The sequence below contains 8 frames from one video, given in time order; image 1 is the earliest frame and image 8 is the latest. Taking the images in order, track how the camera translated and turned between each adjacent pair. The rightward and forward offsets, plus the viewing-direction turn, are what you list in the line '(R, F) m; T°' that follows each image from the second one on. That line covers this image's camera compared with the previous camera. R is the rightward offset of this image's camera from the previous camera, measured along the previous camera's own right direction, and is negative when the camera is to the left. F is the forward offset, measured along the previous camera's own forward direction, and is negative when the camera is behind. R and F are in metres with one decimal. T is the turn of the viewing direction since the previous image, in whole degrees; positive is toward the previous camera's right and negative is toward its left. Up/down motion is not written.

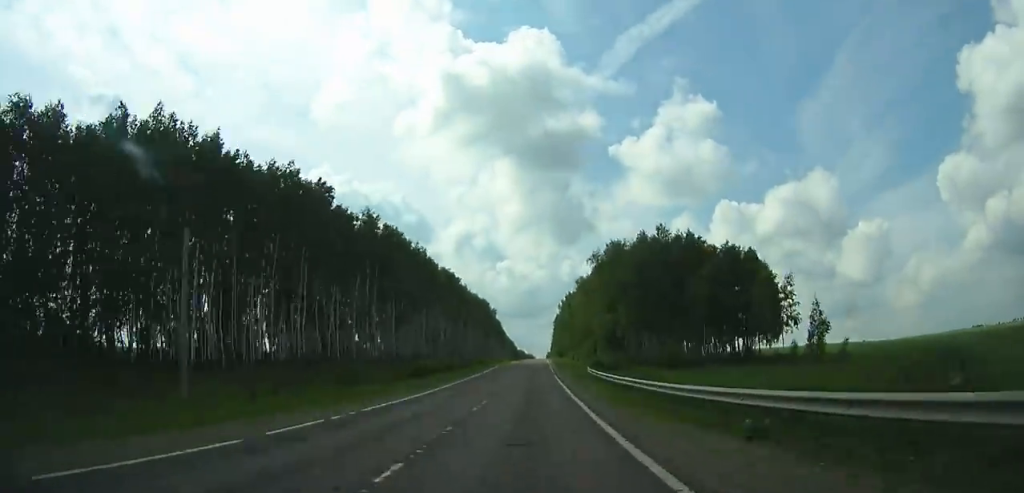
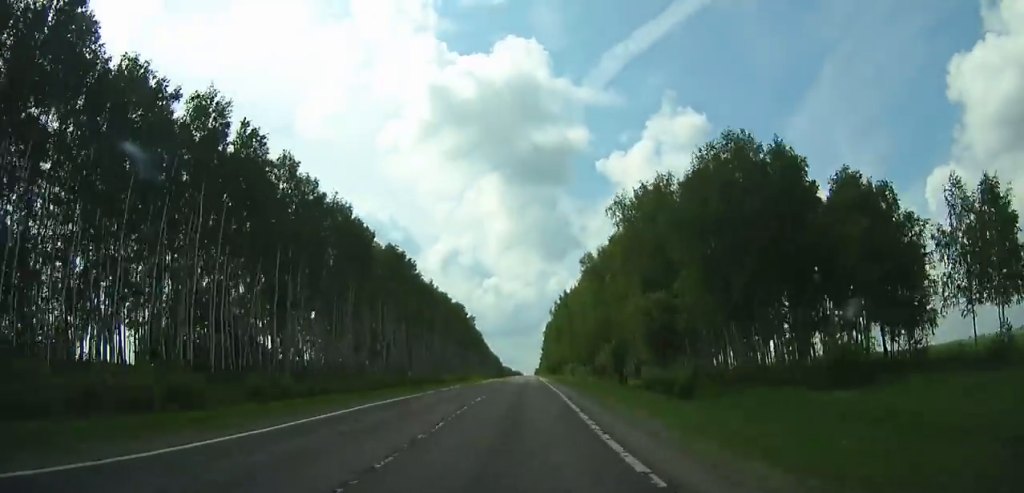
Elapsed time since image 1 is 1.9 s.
(+0.2, +47.1) m; +1°
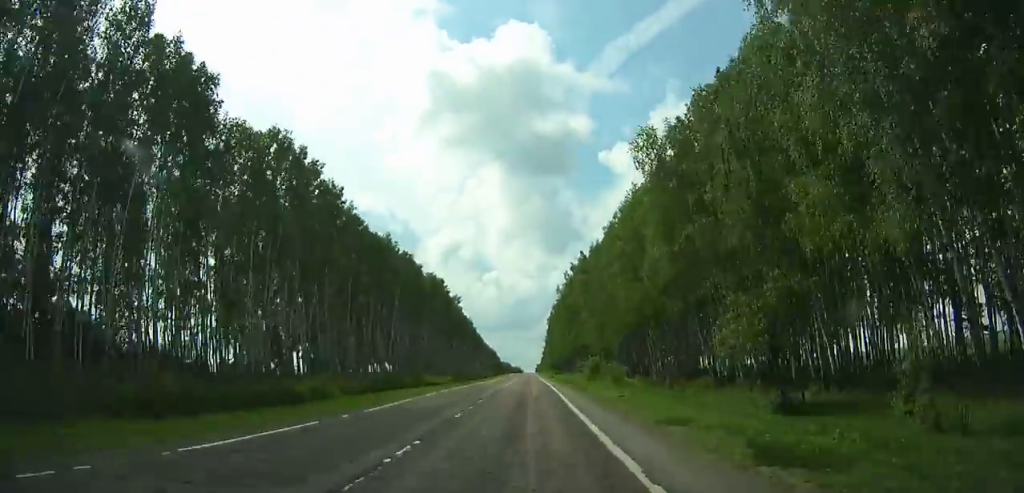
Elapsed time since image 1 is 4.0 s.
(+0.4, +52.0) m; 0°
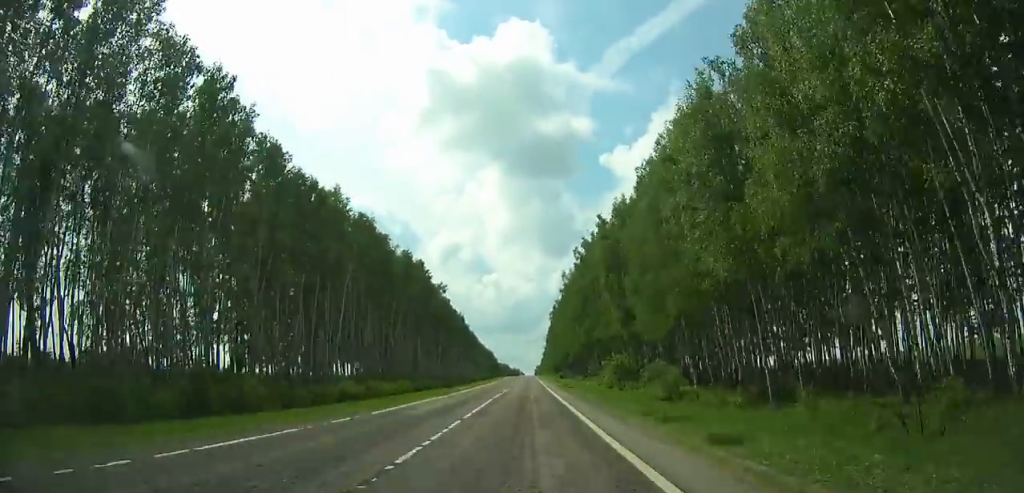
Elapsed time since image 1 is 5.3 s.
(+0.3, +32.2) m; 0°
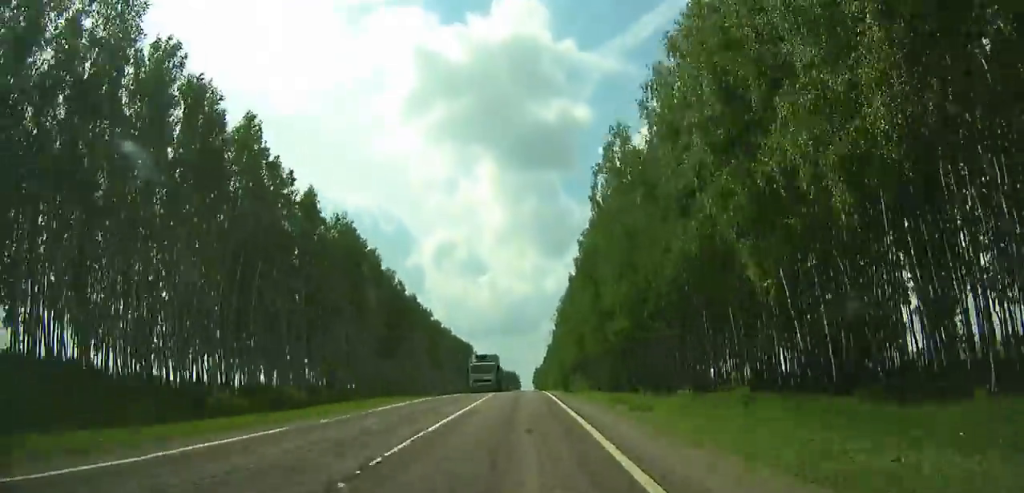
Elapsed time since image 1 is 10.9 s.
(-0.9, +132.6) m; -1°
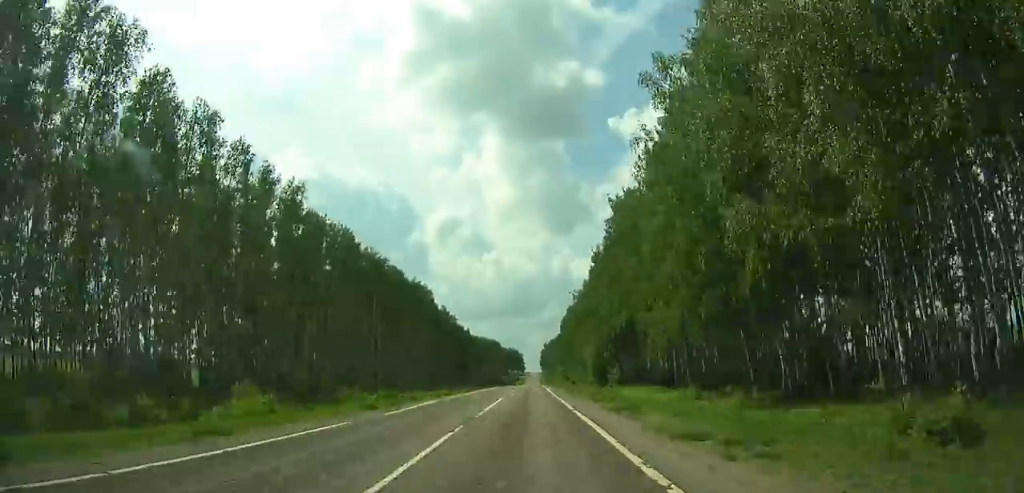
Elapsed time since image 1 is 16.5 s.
(-0.3, +130.1) m; 0°
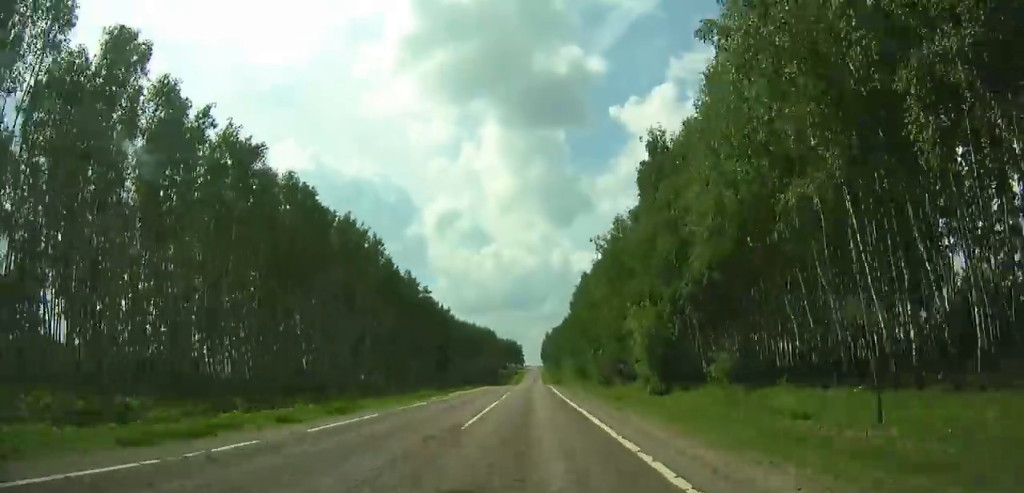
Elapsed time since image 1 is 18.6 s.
(0.0, +49.7) m; 0°
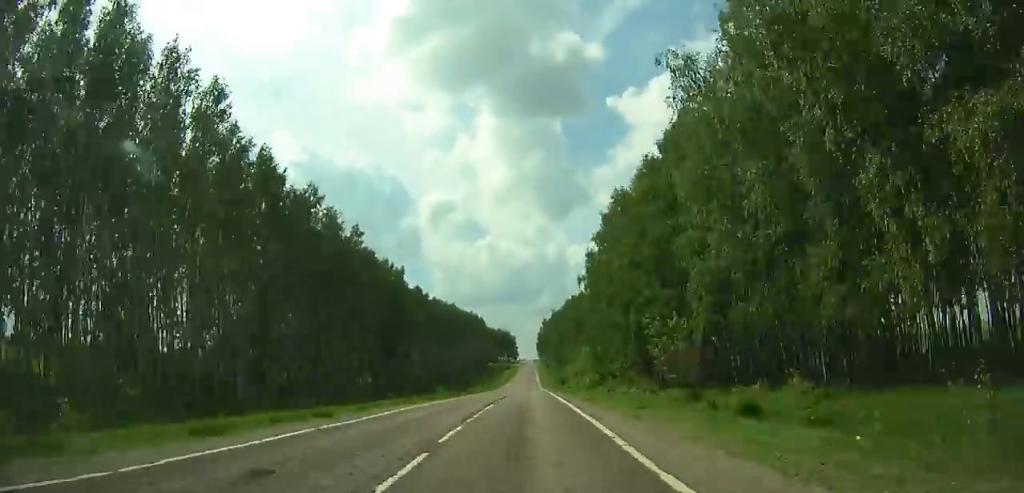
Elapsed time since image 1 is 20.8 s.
(+0.1, +51.8) m; 0°
